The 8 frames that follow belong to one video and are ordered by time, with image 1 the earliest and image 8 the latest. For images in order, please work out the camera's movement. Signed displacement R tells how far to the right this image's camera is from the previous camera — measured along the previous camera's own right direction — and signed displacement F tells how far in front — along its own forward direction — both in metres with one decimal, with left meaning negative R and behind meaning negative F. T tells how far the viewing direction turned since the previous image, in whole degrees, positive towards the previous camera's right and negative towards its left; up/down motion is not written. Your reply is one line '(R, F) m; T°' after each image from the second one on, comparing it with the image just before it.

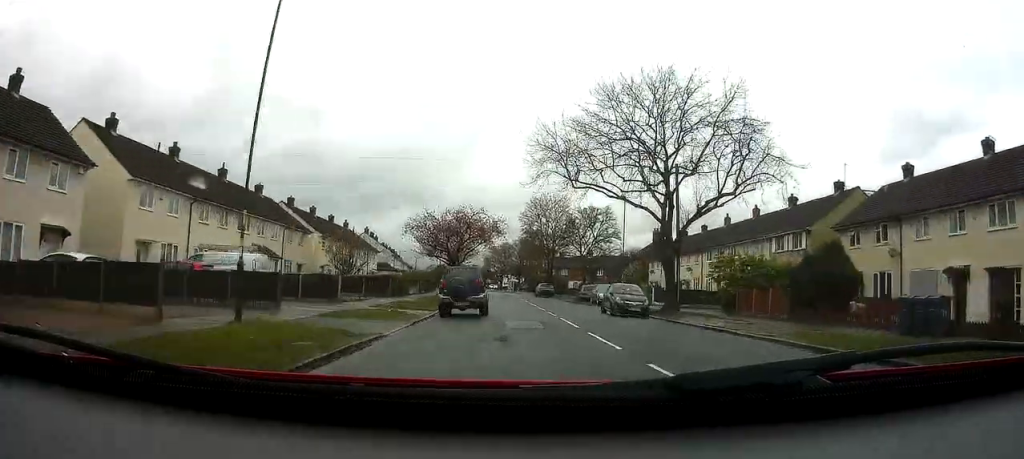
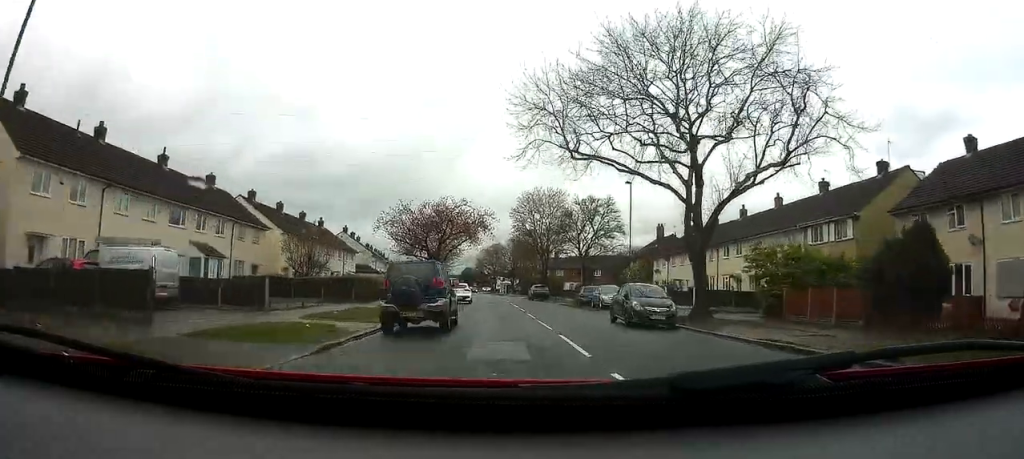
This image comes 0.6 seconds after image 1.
(+0.2, +6.6) m; +1°
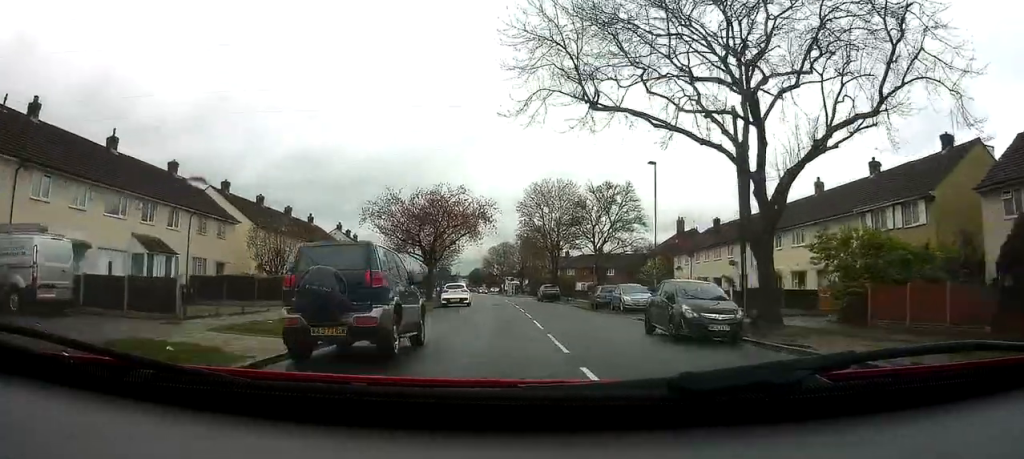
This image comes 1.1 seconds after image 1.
(0.0, +5.7) m; 0°
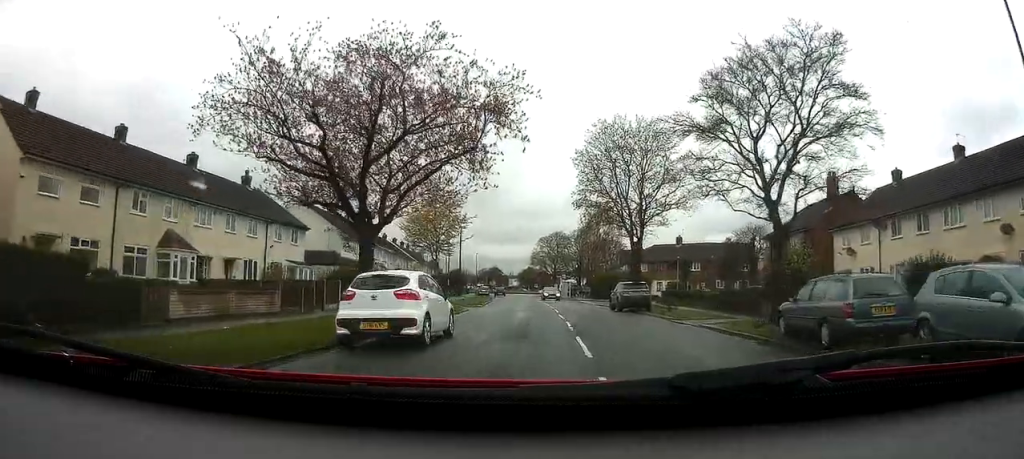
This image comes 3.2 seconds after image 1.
(-1.4, +23.9) m; -6°
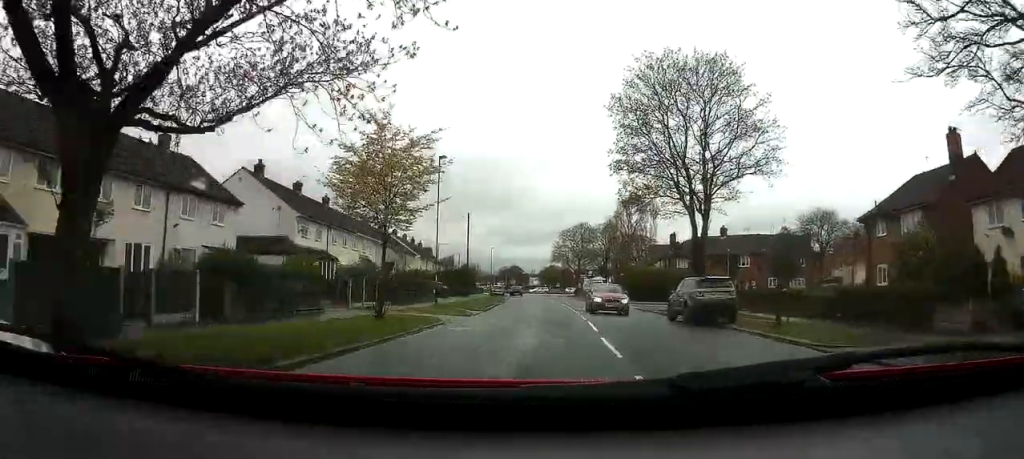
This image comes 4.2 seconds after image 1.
(0.0, +11.8) m; 0°
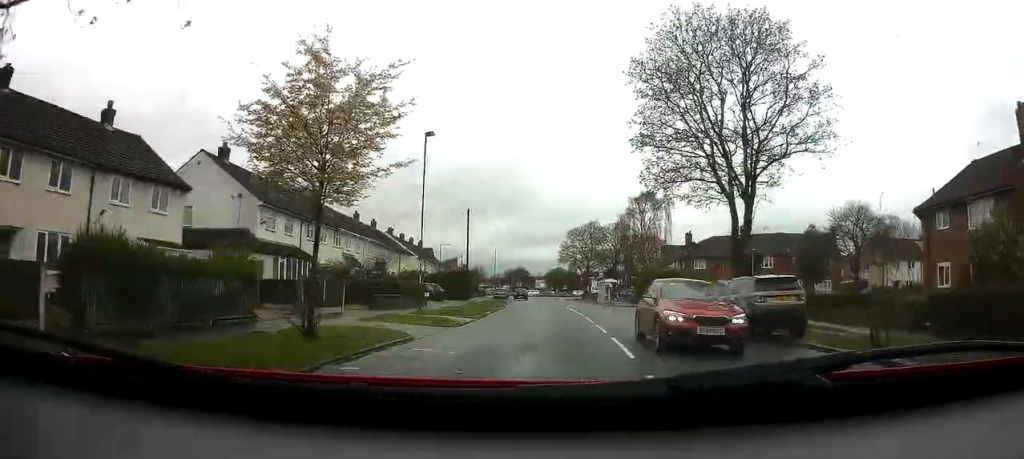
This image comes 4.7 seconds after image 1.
(+0.2, +5.3) m; 0°
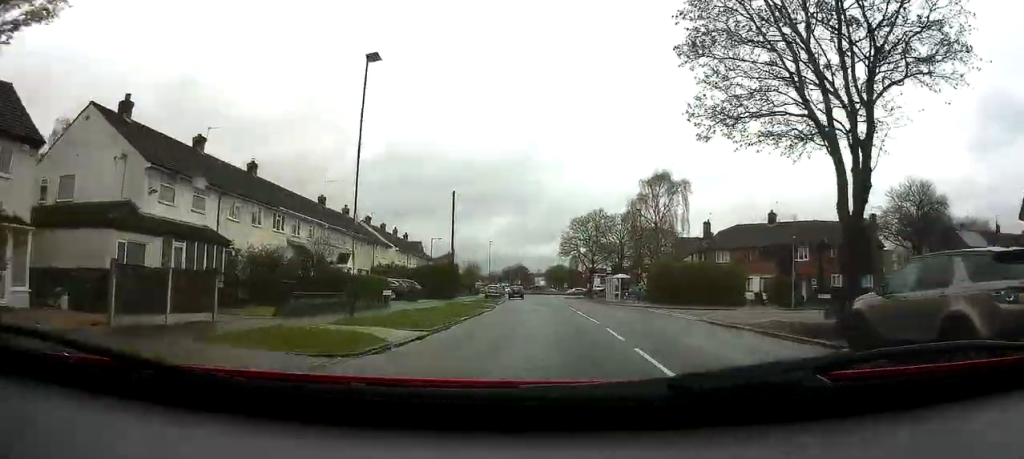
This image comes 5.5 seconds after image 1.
(-0.3, +9.1) m; 0°
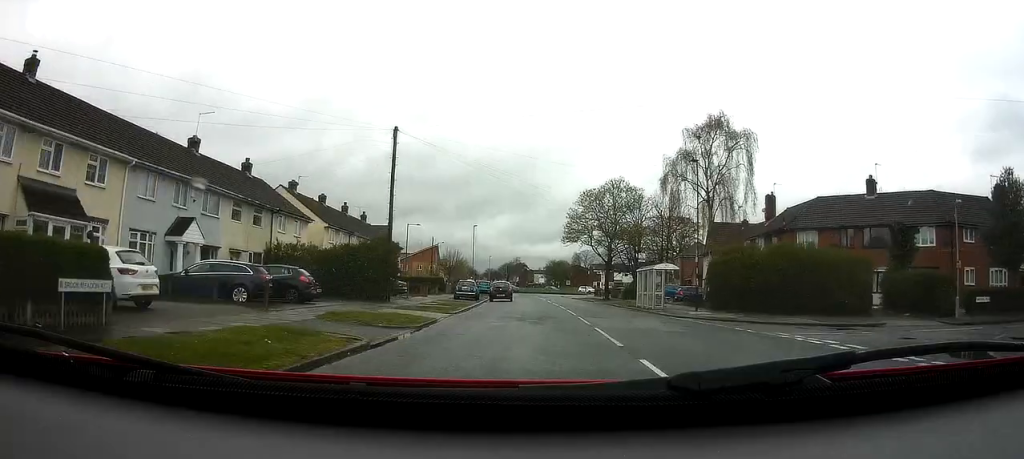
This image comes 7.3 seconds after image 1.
(+0.1, +19.8) m; 0°
